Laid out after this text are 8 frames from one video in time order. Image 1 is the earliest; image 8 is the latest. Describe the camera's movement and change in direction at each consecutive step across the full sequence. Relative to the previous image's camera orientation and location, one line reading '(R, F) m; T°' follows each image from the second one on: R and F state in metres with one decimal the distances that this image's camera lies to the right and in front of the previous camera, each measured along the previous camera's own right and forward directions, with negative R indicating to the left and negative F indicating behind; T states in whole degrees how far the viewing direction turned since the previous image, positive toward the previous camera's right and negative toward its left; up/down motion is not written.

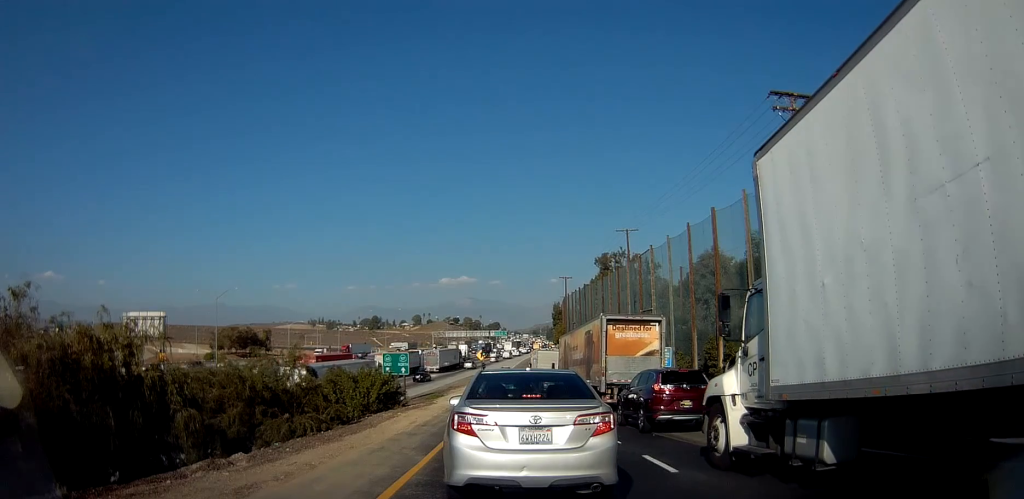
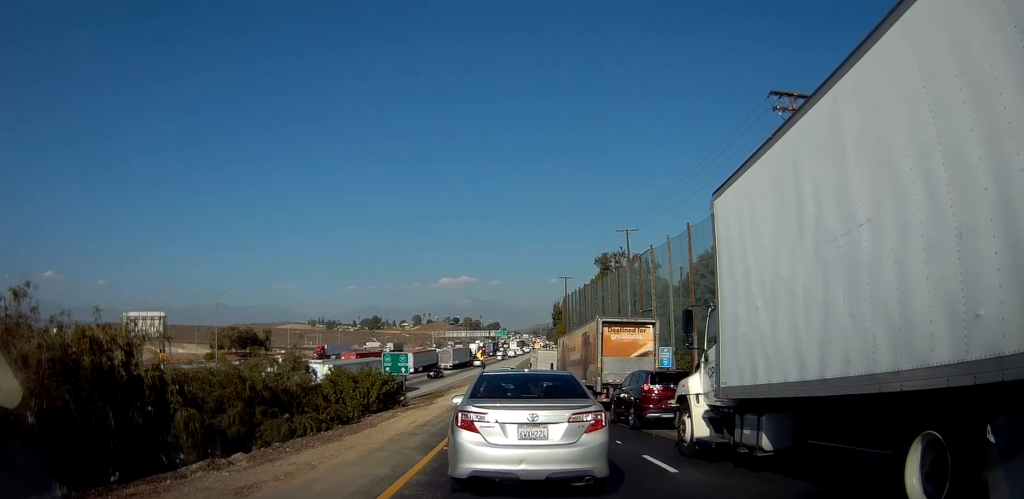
(0.0, 0.0) m; 0°
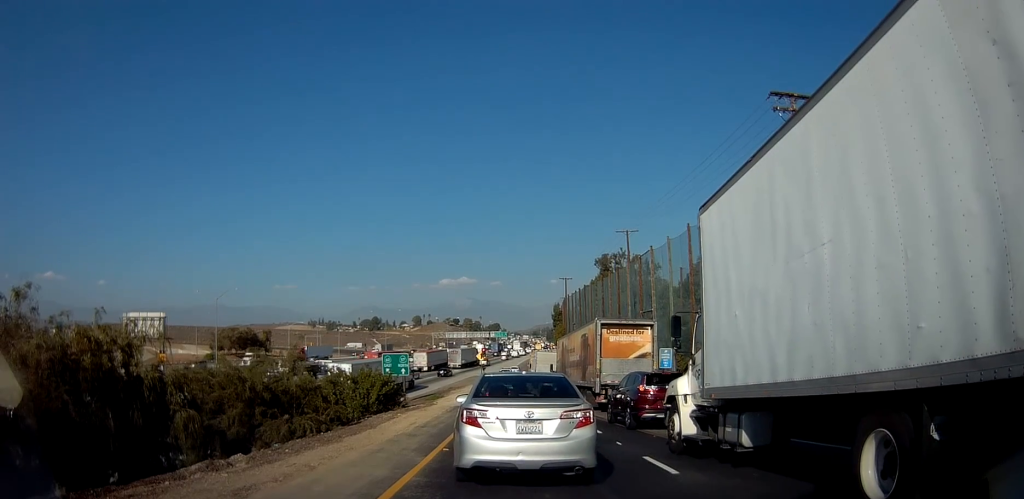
(0.0, 0.0) m; 0°
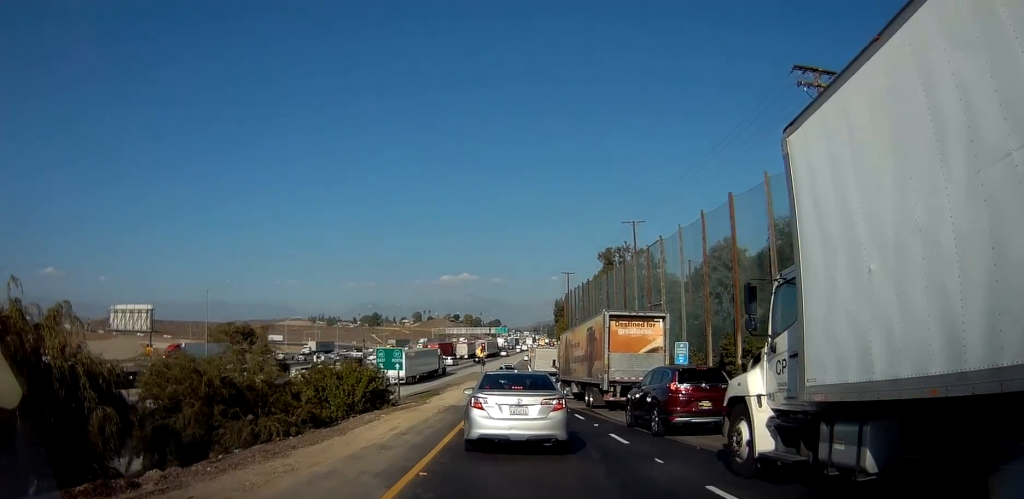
(+0.7, +0.8) m; 0°
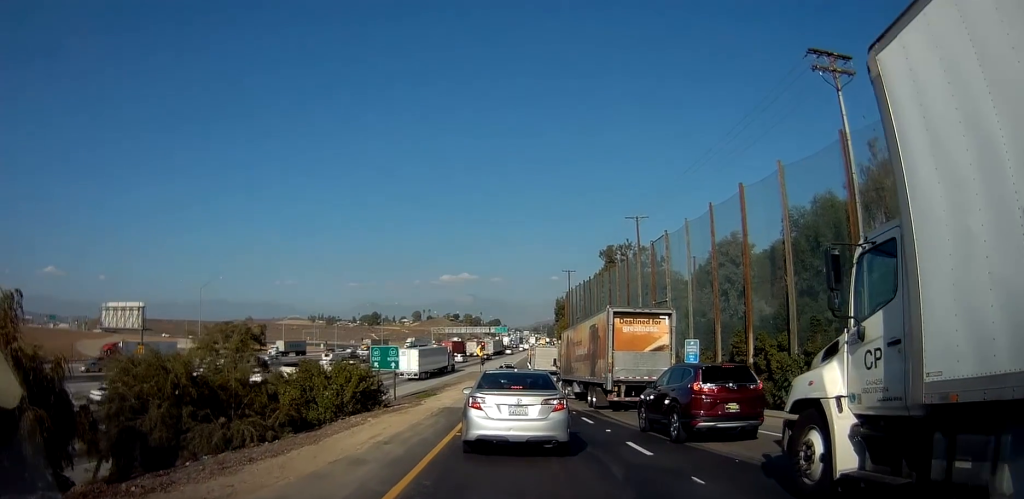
(+0.2, +0.3) m; 0°
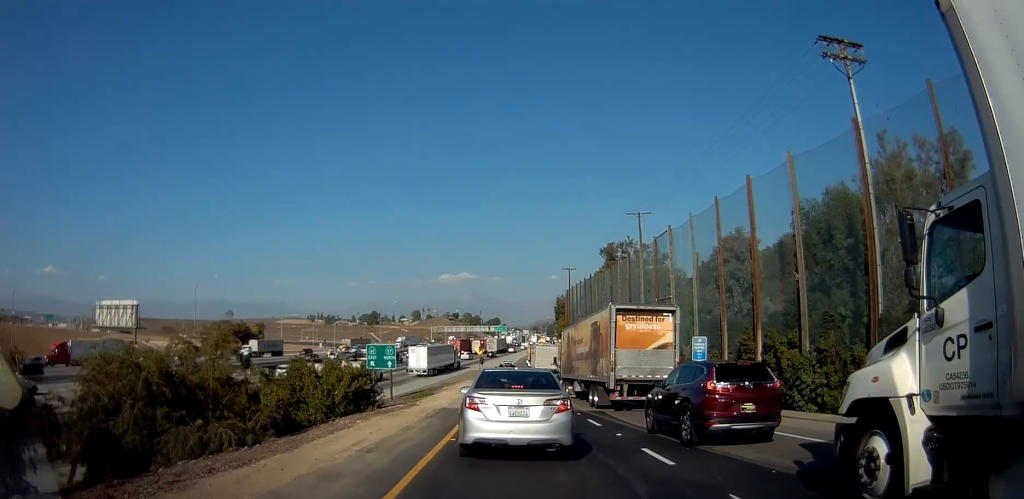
(-0.1, +0.3) m; 0°
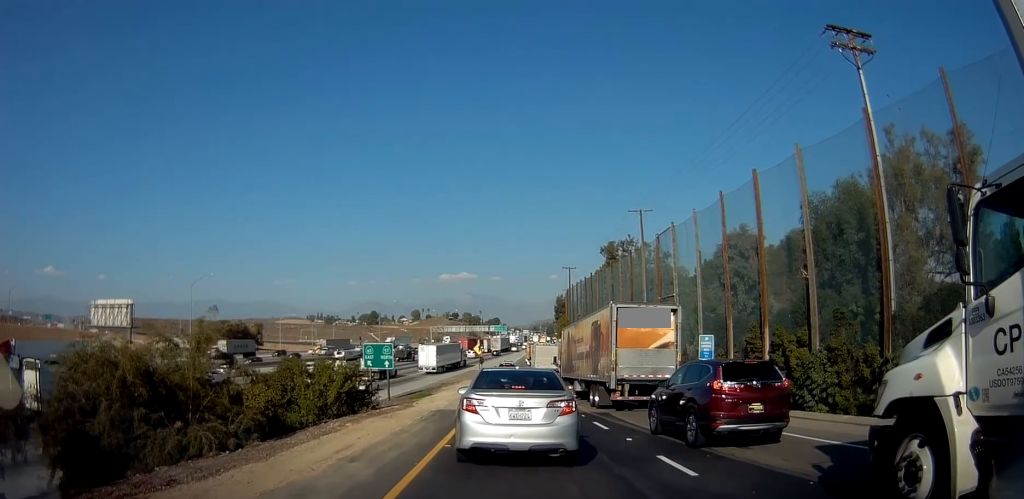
(-0.2, +0.3) m; 0°
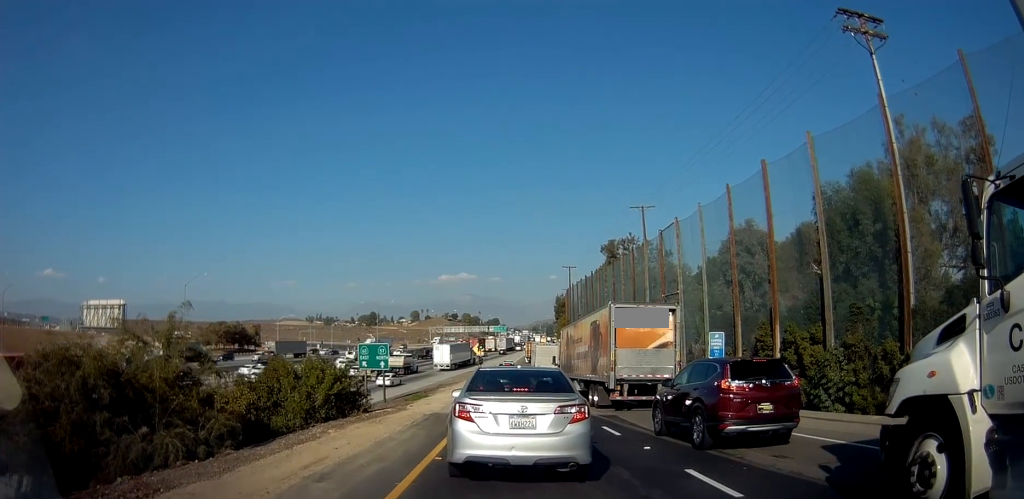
(-0.4, +0.9) m; 0°
